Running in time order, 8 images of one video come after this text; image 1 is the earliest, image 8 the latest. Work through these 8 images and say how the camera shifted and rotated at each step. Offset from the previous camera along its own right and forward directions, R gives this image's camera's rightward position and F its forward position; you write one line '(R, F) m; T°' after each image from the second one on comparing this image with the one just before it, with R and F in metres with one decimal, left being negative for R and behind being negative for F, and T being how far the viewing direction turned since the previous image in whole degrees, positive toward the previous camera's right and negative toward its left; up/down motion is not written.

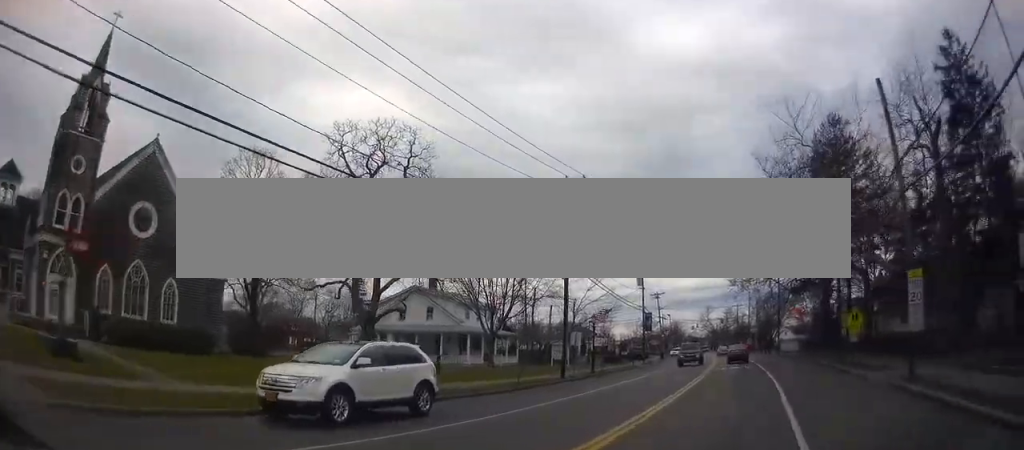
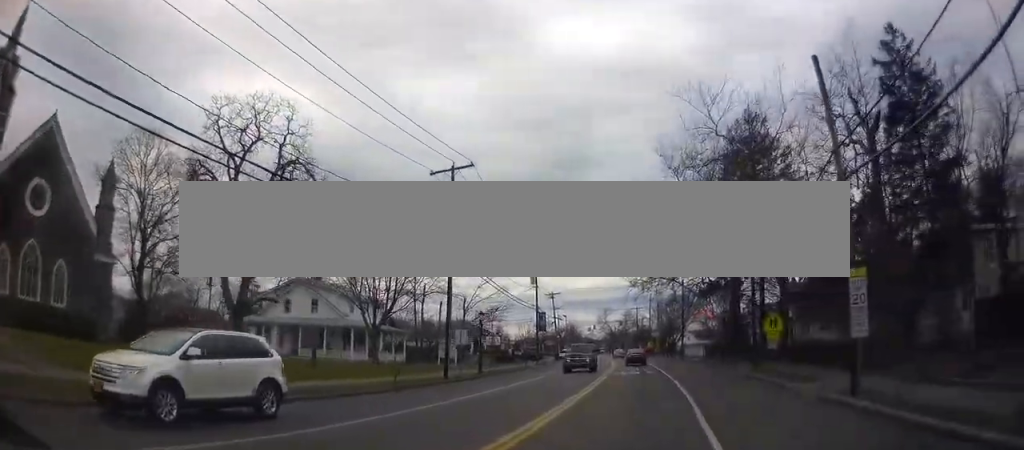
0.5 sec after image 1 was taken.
(+0.1, +1.7) m; +9°
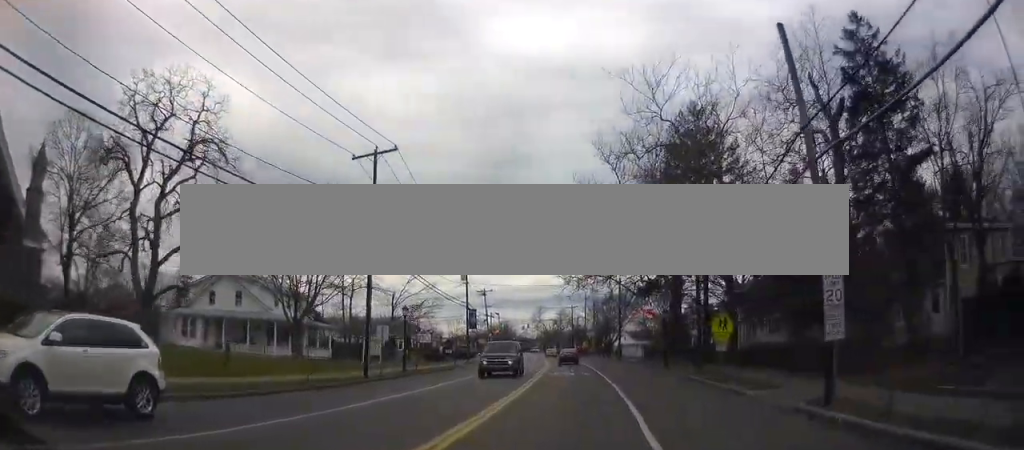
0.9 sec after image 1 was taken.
(+0.2, +1.7) m; +6°
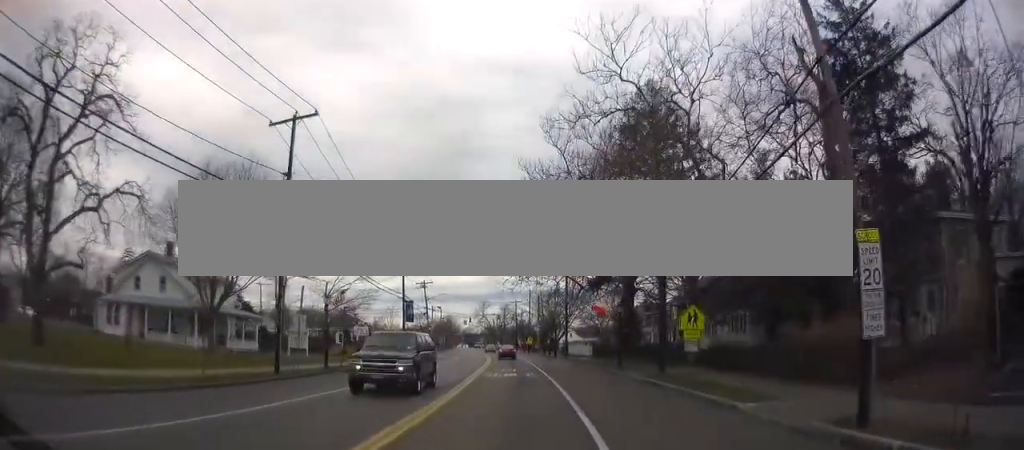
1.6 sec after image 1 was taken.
(+0.2, +3.0) m; +7°
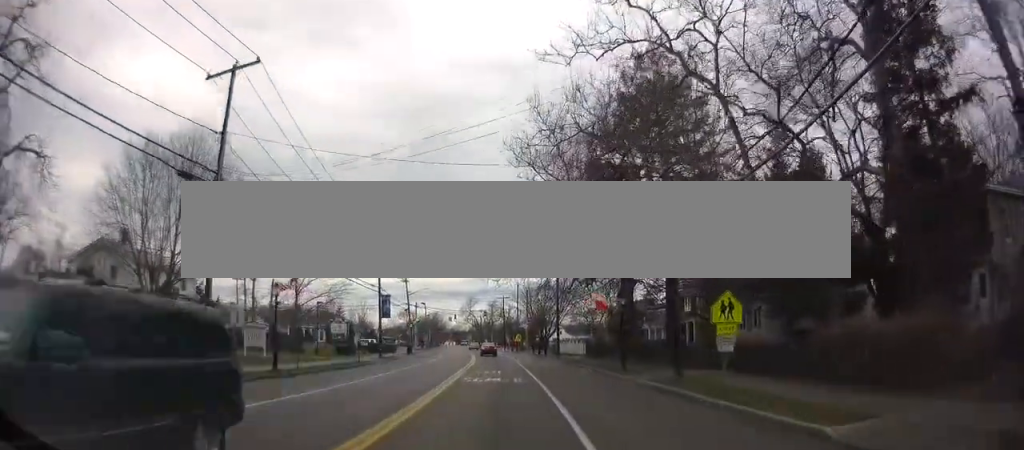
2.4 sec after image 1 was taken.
(+0.3, +4.0) m; +2°
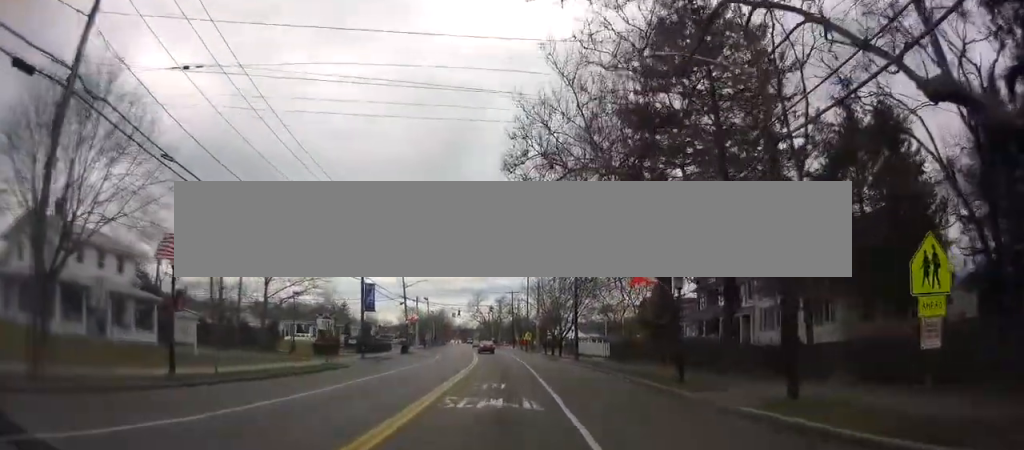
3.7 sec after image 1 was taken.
(-0.3, +7.7) m; -3°
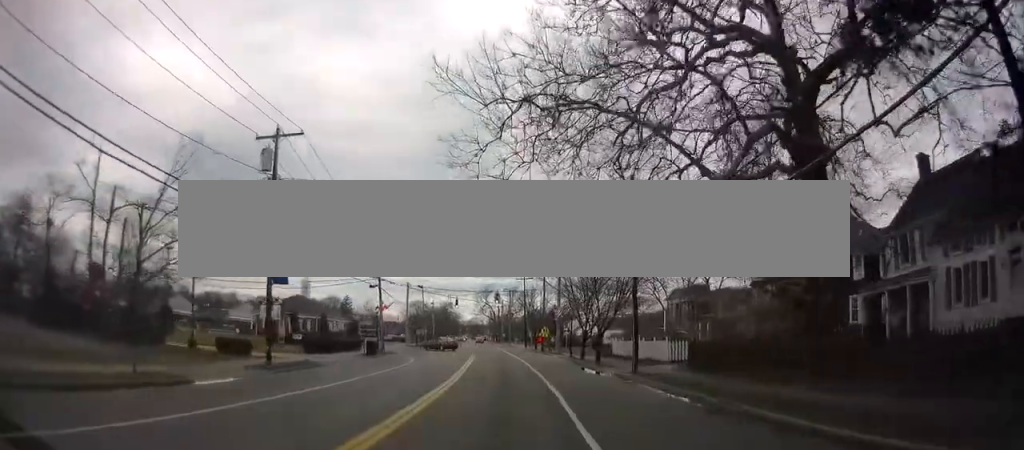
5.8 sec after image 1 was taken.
(-0.1, +16.3) m; 0°
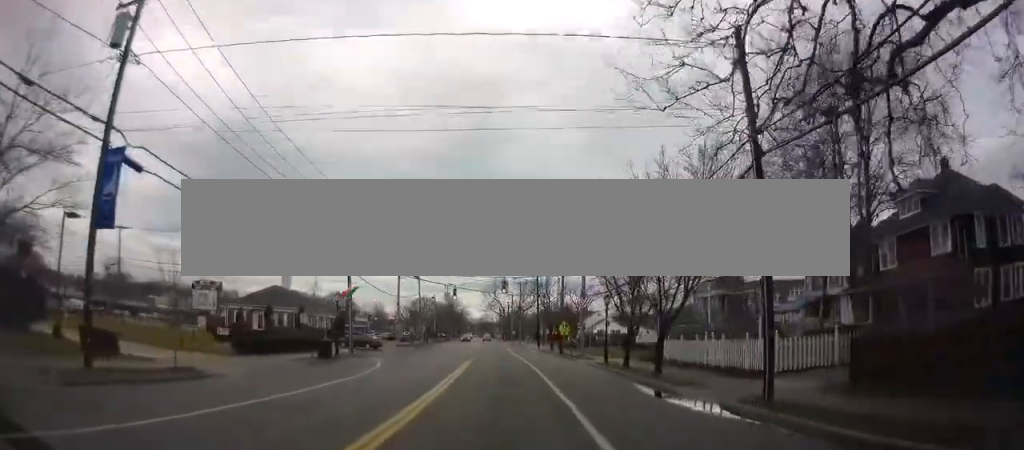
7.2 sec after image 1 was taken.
(+0.1, +12.2) m; +2°
